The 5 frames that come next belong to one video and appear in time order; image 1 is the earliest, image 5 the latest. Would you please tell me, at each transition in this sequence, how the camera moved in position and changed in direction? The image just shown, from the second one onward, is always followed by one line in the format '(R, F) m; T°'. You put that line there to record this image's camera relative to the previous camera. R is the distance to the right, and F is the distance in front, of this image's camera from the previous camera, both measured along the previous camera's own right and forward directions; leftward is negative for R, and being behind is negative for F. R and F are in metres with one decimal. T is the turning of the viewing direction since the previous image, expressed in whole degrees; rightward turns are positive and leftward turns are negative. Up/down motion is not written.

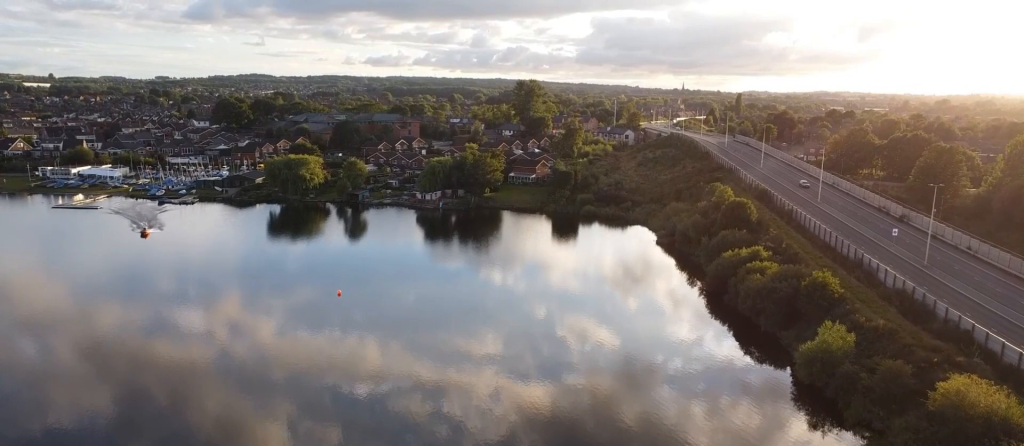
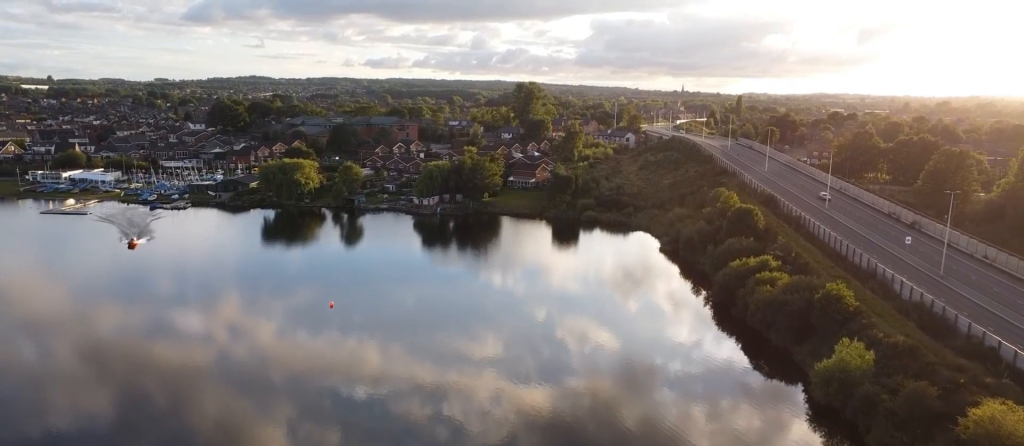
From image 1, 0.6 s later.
(0.0, +4.8) m; 0°
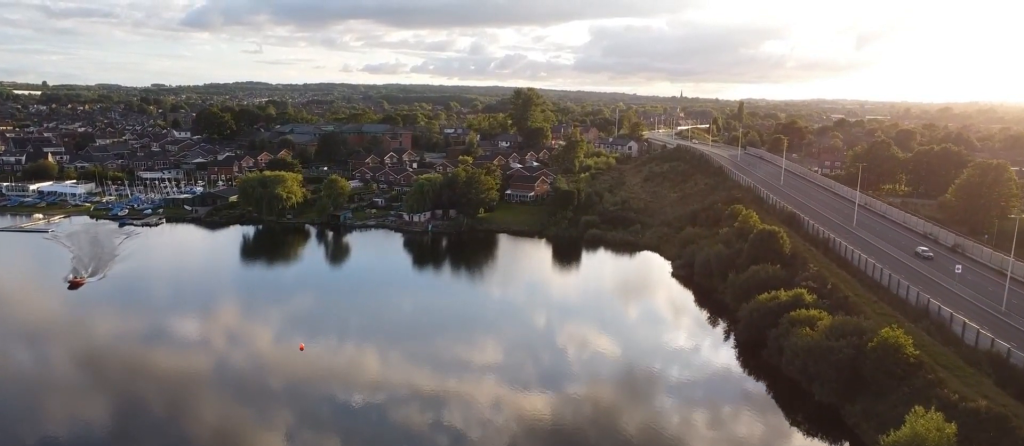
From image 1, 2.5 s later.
(+0.1, +15.4) m; 0°
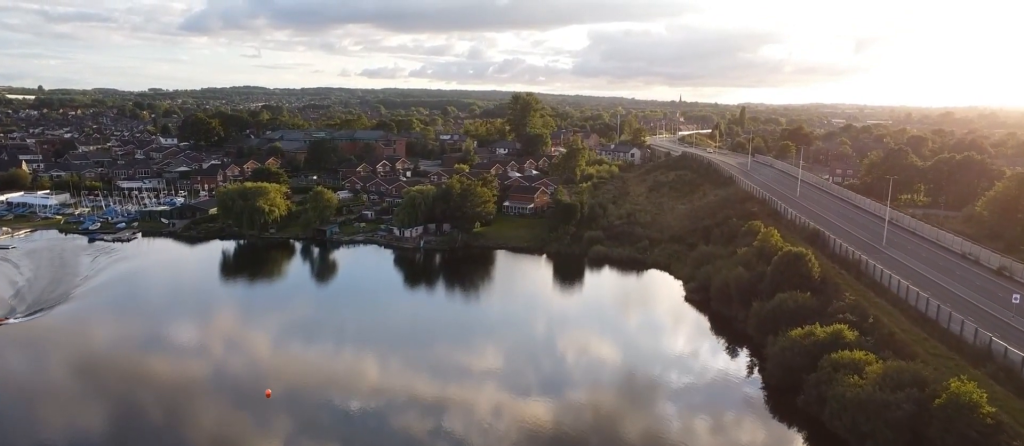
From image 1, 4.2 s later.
(-0.1, +13.4) m; 0°
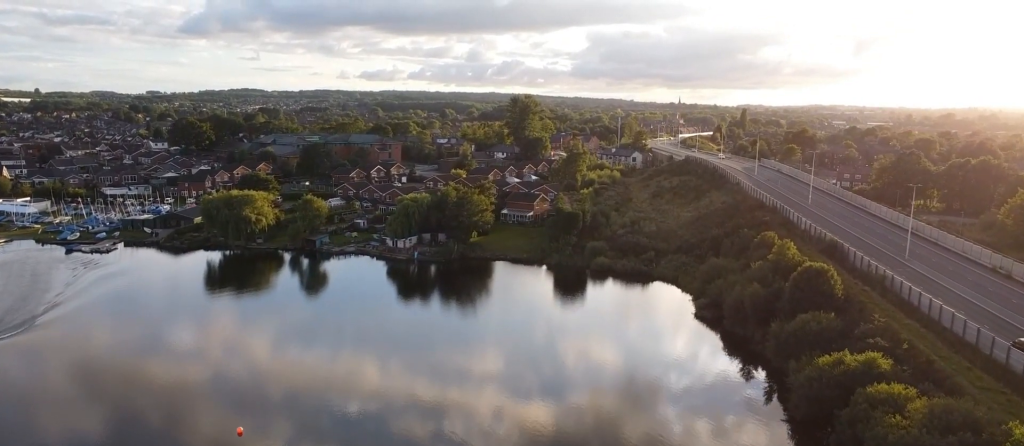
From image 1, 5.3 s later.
(+0.1, +8.8) m; 0°
